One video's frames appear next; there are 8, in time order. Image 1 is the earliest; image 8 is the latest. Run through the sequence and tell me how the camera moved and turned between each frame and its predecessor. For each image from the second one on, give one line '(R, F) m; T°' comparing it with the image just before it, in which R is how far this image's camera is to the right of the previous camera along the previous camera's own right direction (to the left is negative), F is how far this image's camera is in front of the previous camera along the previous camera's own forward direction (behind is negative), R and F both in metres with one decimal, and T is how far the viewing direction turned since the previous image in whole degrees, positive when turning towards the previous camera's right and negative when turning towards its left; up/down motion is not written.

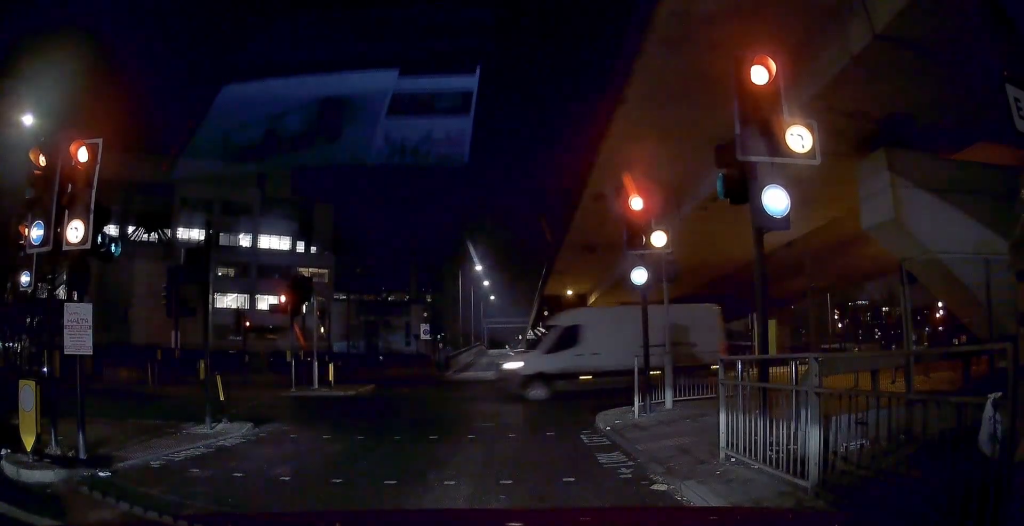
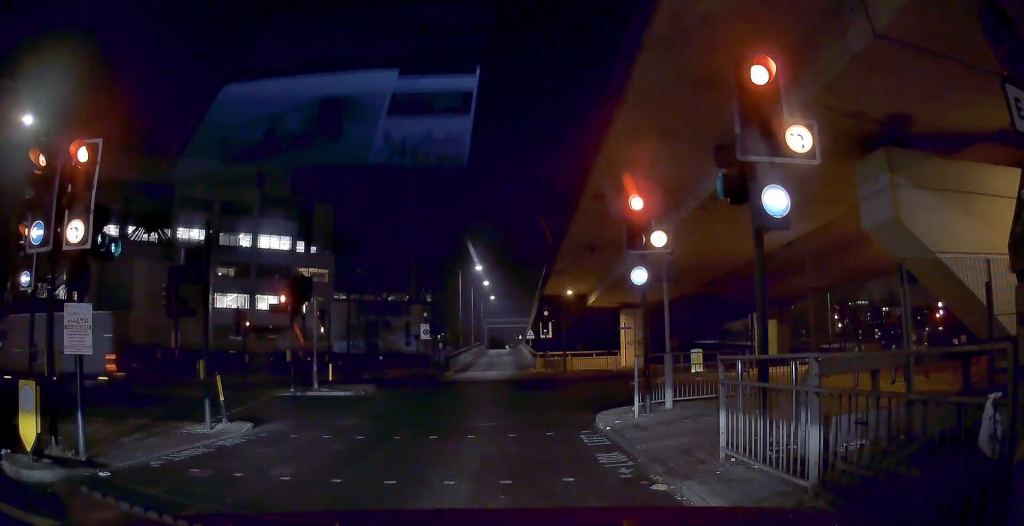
(0.0, 0.0) m; 0°
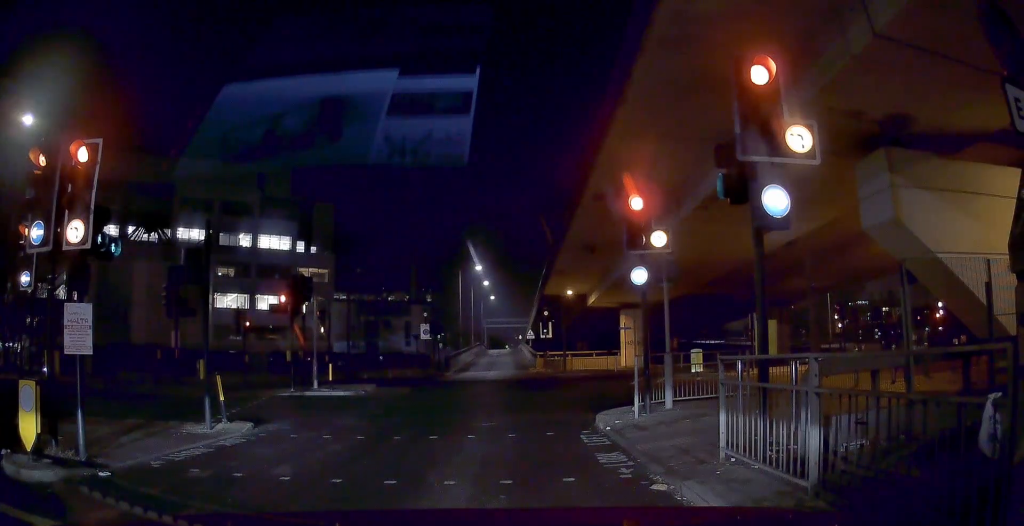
(0.0, 0.0) m; 0°
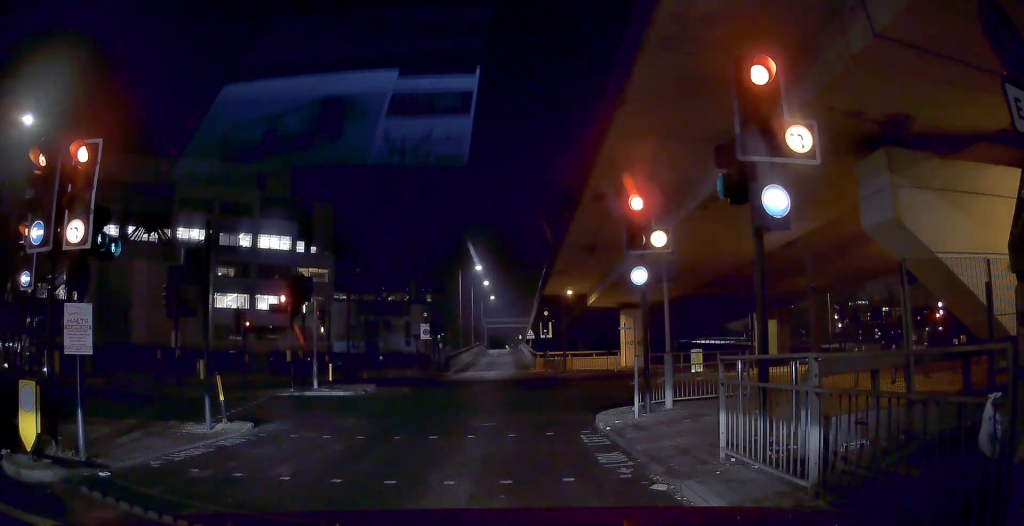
(0.0, 0.0) m; 0°
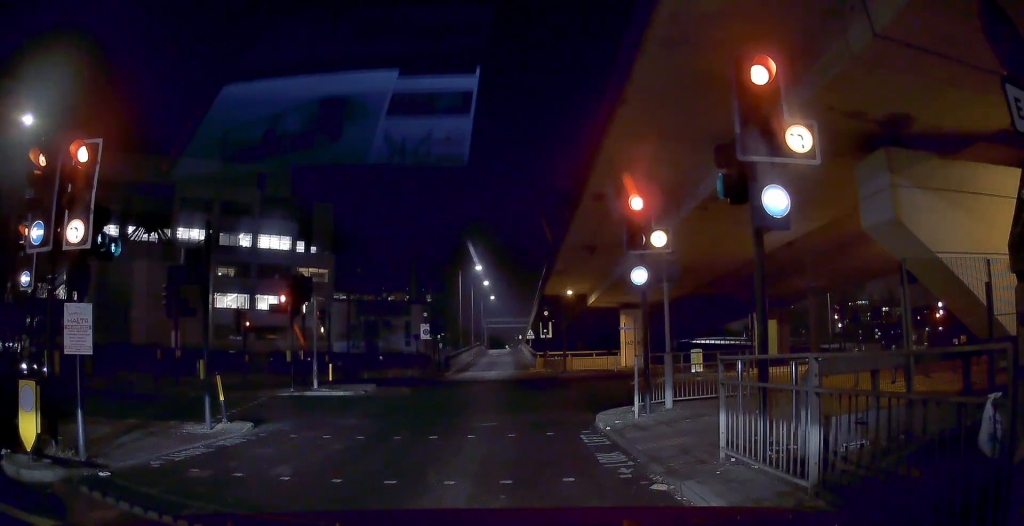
(0.0, 0.0) m; 0°
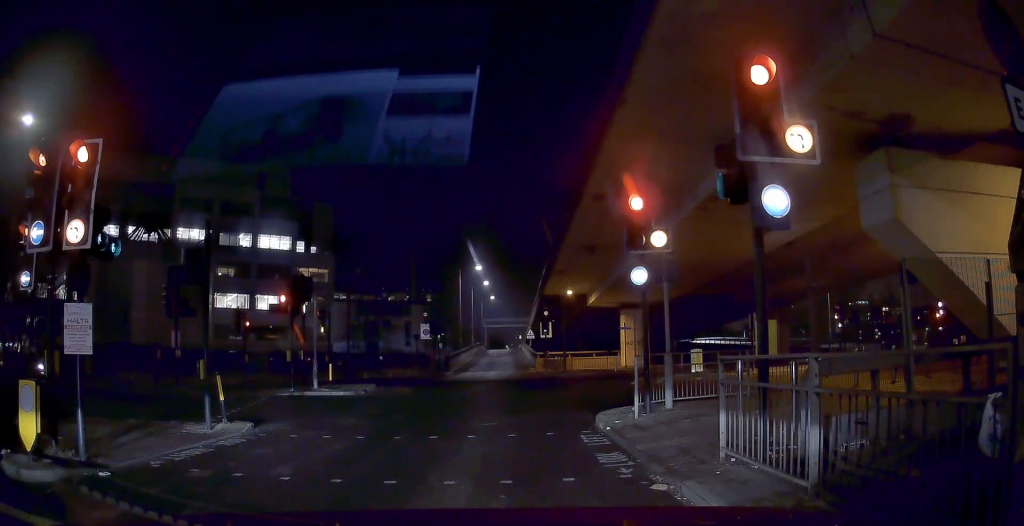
(0.0, 0.0) m; 0°
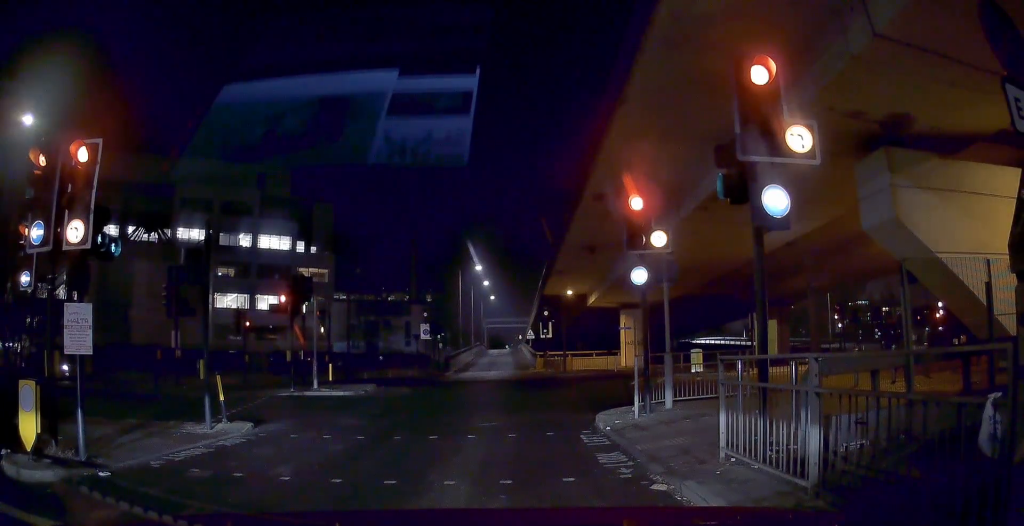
(0.0, 0.0) m; 0°
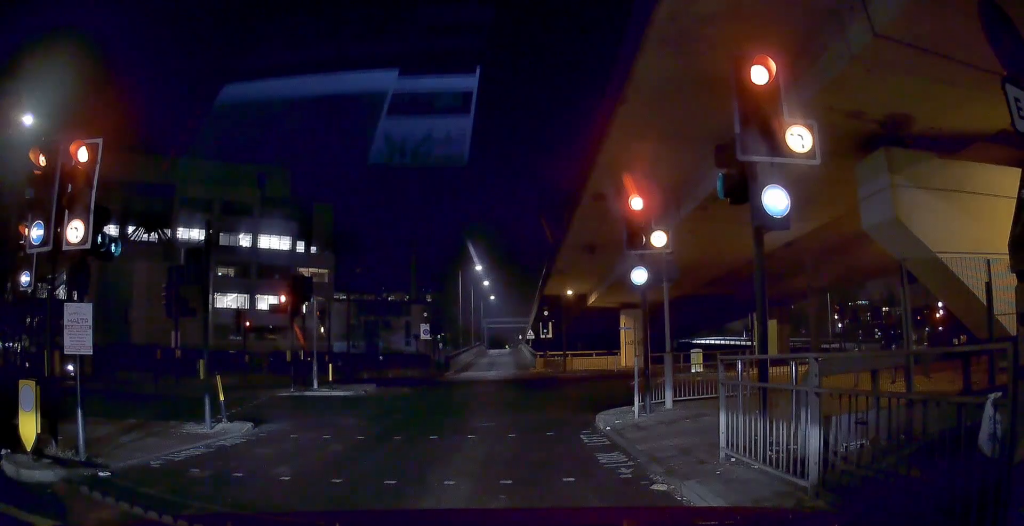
(0.0, 0.0) m; 0°
